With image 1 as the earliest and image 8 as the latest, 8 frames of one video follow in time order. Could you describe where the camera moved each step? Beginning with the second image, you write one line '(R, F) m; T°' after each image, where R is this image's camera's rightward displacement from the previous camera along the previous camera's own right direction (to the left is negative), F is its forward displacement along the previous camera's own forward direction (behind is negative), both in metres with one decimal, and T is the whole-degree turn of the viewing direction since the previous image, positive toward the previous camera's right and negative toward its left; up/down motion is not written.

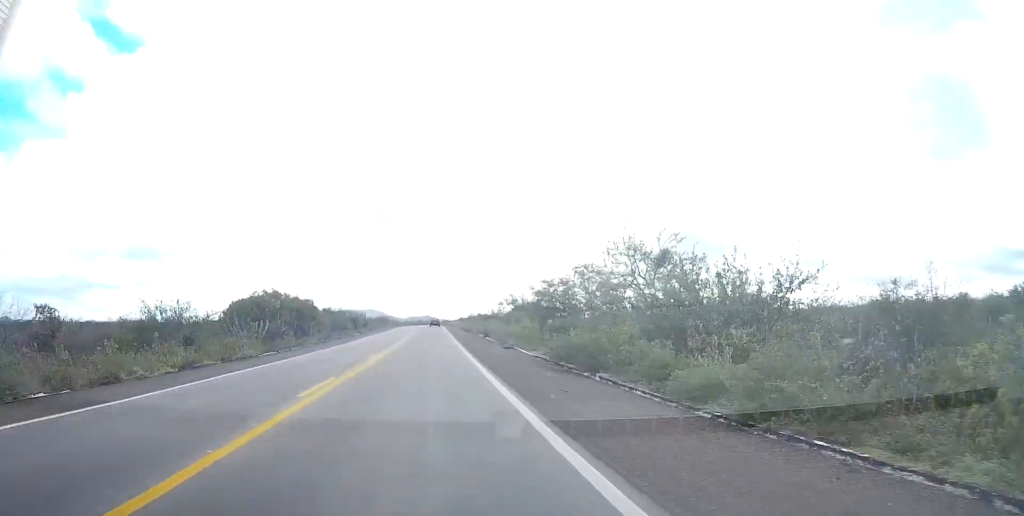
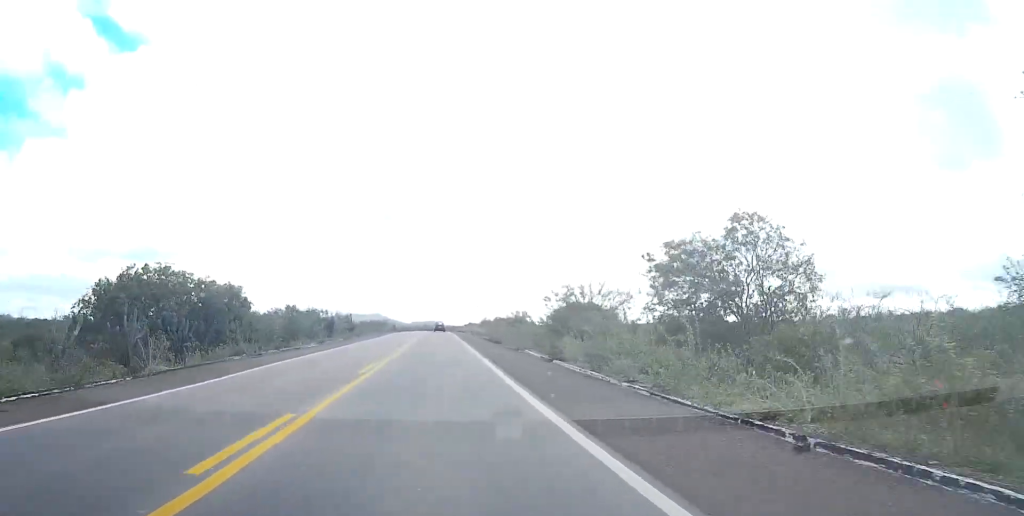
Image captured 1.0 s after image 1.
(-0.1, +30.5) m; 0°
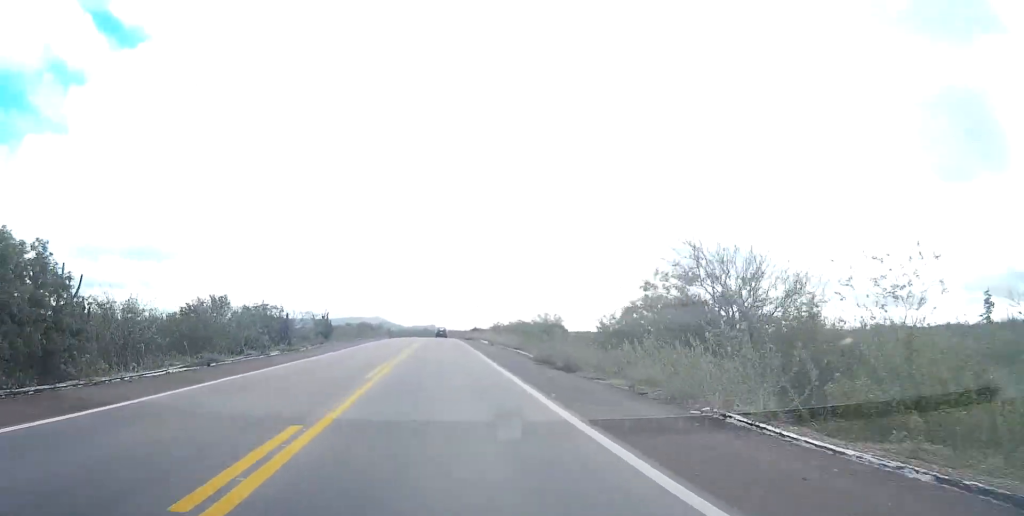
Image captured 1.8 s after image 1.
(0.0, +25.2) m; 0°
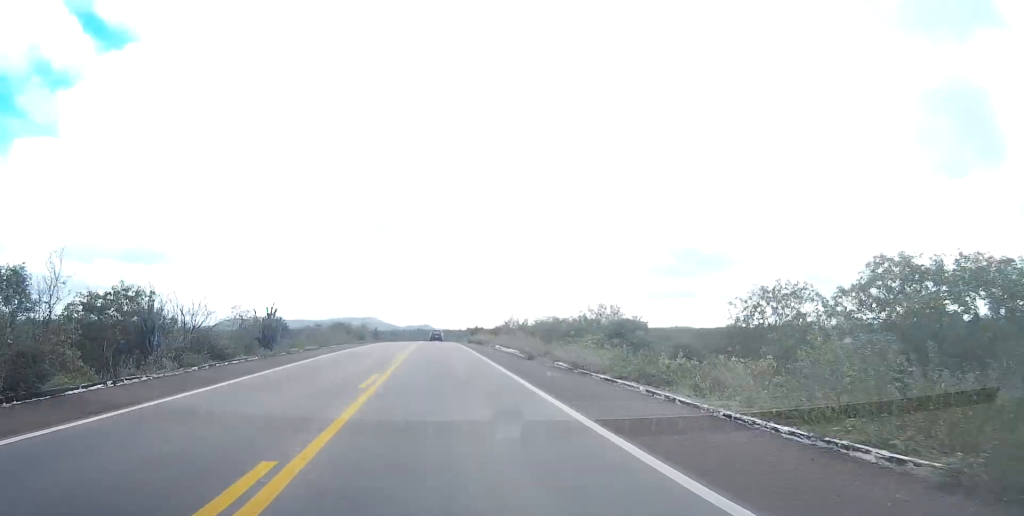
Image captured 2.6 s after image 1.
(0.0, +26.3) m; 0°
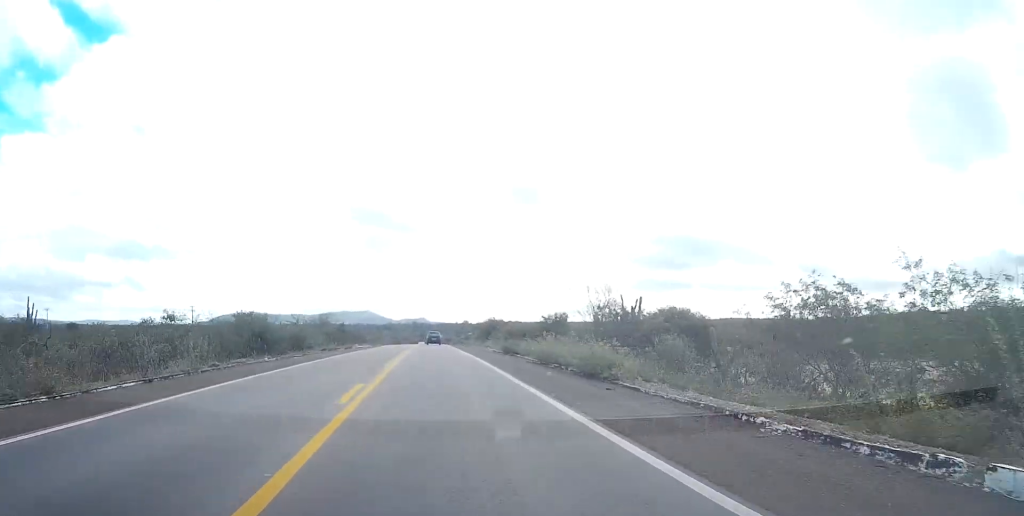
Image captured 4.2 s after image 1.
(+0.2, +51.5) m; 0°
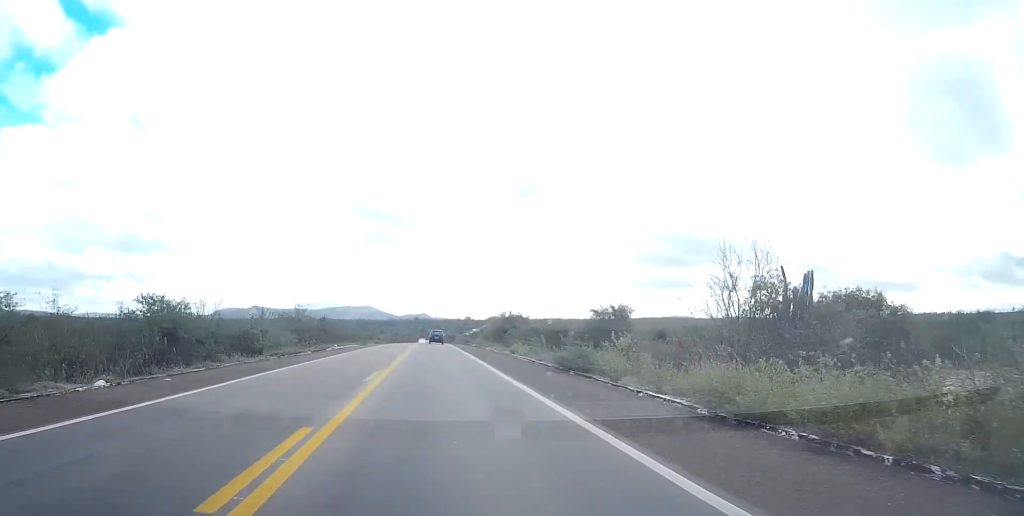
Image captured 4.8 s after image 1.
(-0.1, +18.9) m; 0°
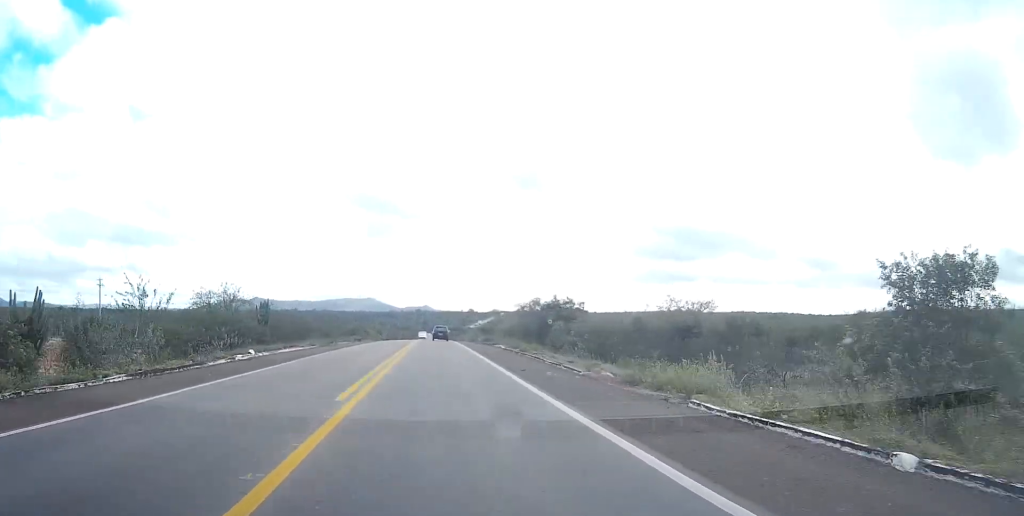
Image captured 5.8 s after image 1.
(0.0, +29.4) m; 0°
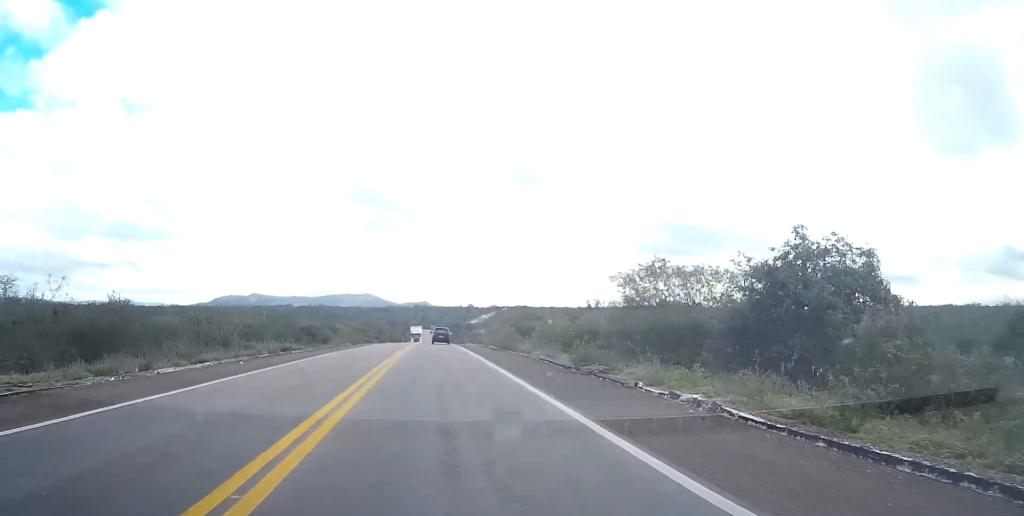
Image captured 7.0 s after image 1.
(+0.1, +38.7) m; 0°
